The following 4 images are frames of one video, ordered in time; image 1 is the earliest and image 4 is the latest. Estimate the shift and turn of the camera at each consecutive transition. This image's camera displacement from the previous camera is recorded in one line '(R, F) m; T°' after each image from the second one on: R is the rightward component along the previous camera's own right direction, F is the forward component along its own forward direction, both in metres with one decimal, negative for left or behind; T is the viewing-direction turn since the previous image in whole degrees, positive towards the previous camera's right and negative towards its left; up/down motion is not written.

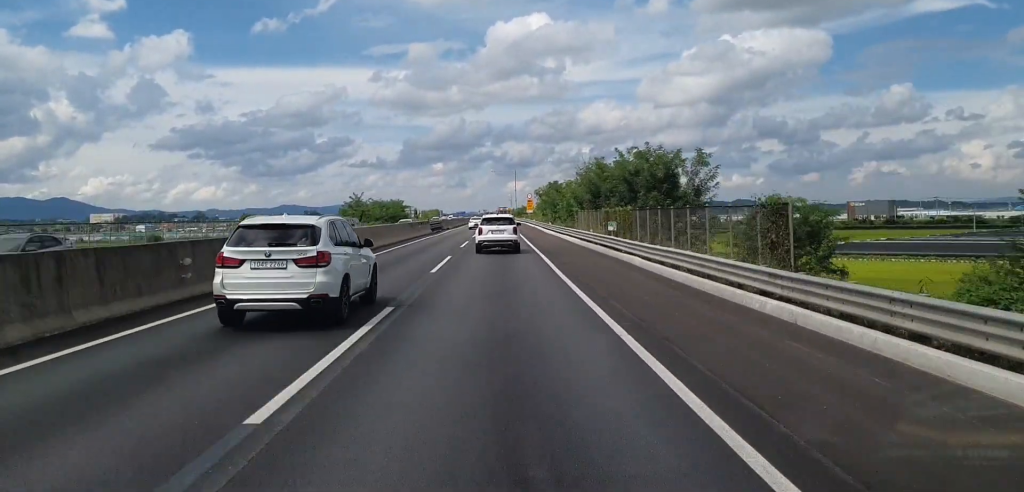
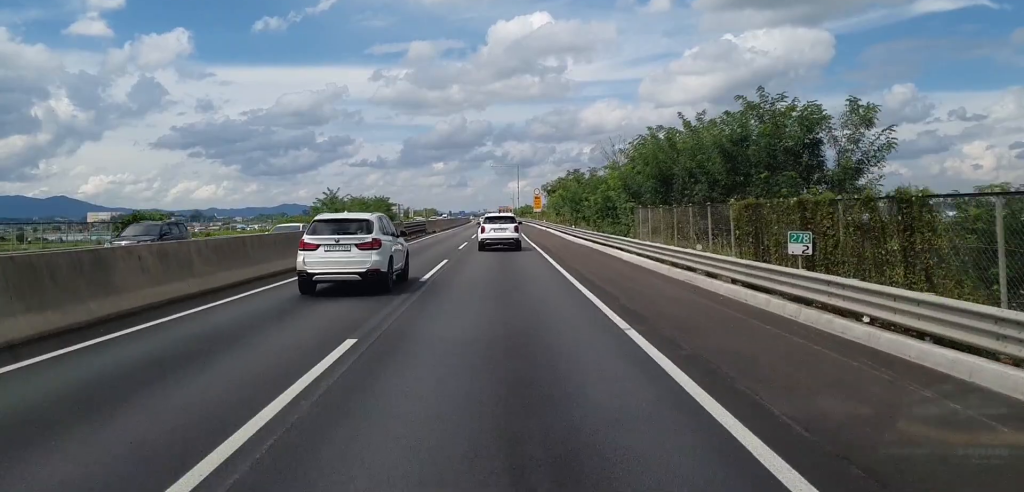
(-0.6, +22.0) m; 0°
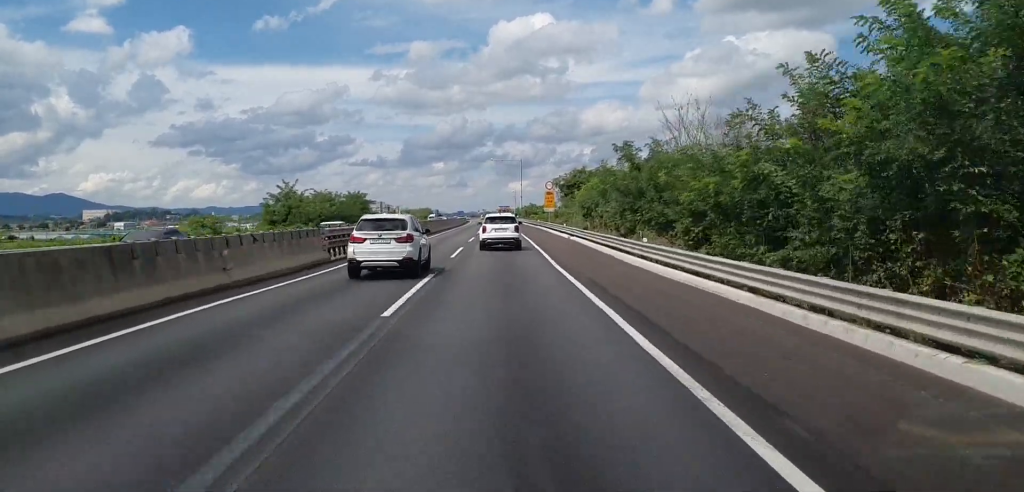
(+0.6, +25.1) m; 0°
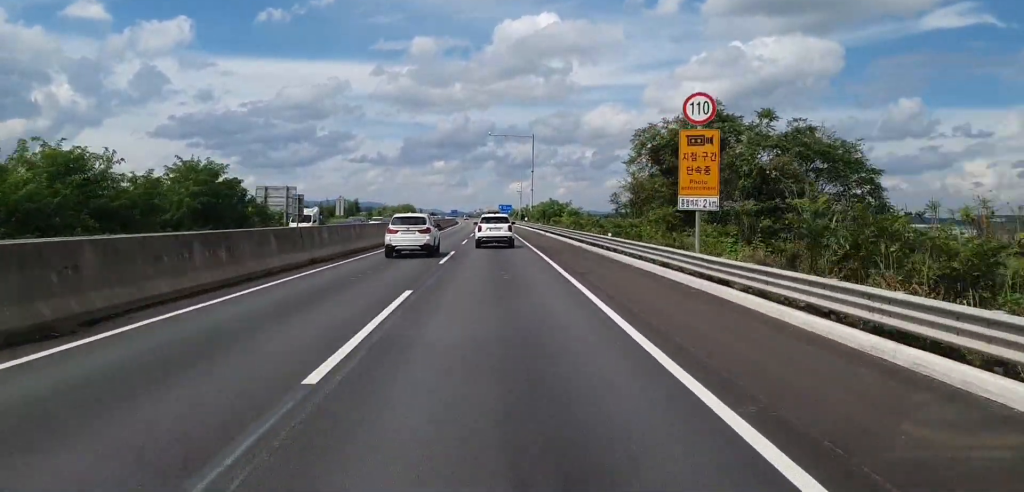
(-0.7, +60.4) m; 0°
